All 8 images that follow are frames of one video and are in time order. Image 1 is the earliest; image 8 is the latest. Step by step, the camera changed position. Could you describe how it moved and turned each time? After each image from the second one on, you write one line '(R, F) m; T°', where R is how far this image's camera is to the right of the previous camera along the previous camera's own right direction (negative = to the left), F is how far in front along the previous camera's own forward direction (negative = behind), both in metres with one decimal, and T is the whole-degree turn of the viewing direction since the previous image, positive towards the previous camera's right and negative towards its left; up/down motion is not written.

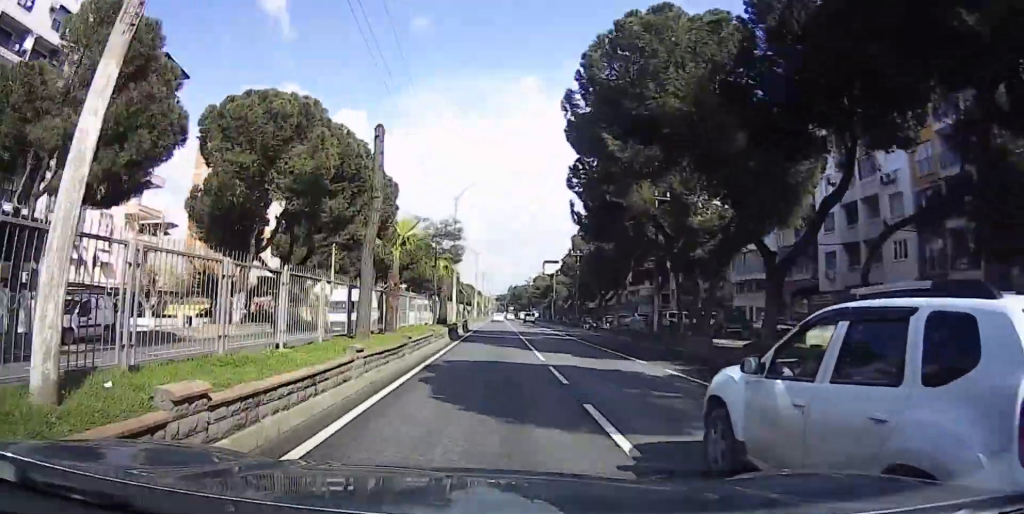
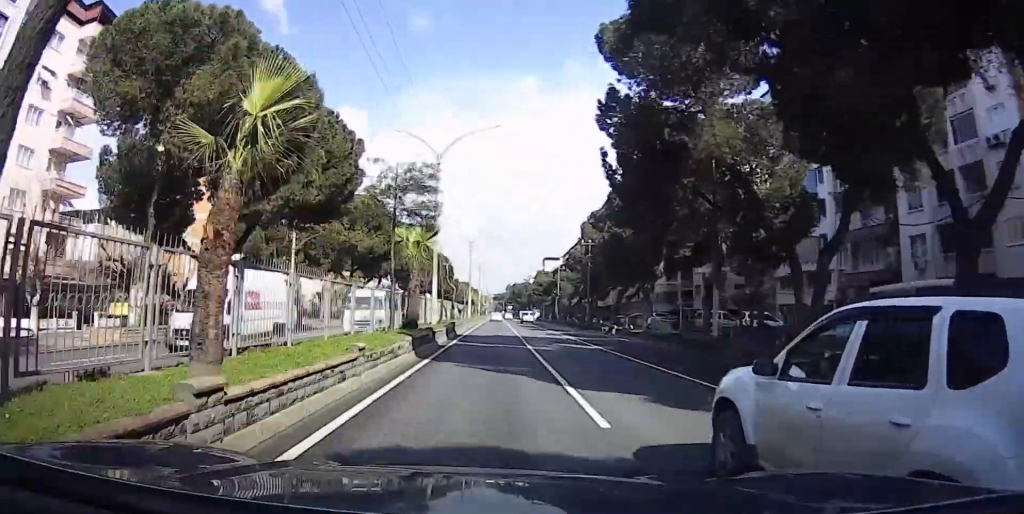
(0.0, +12.6) m; 0°
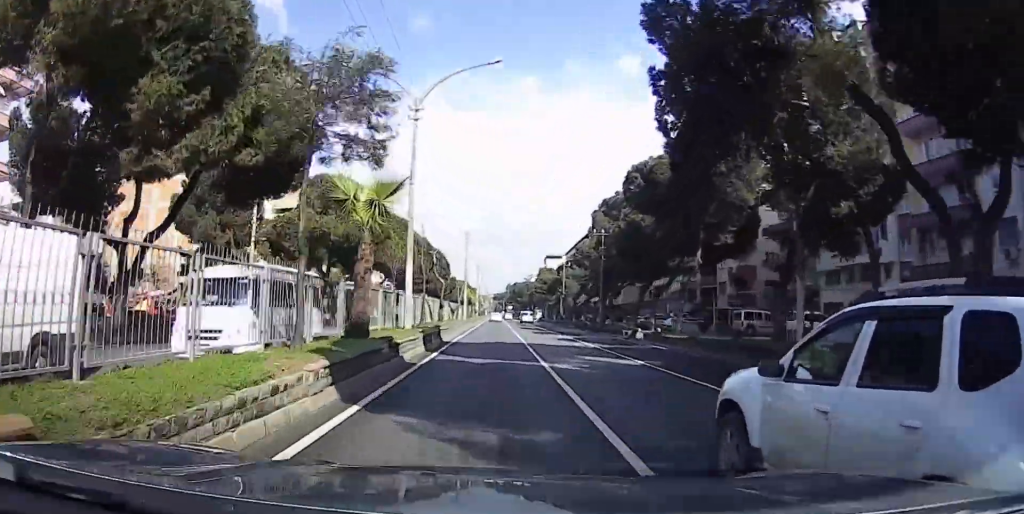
(0.0, +9.5) m; 0°
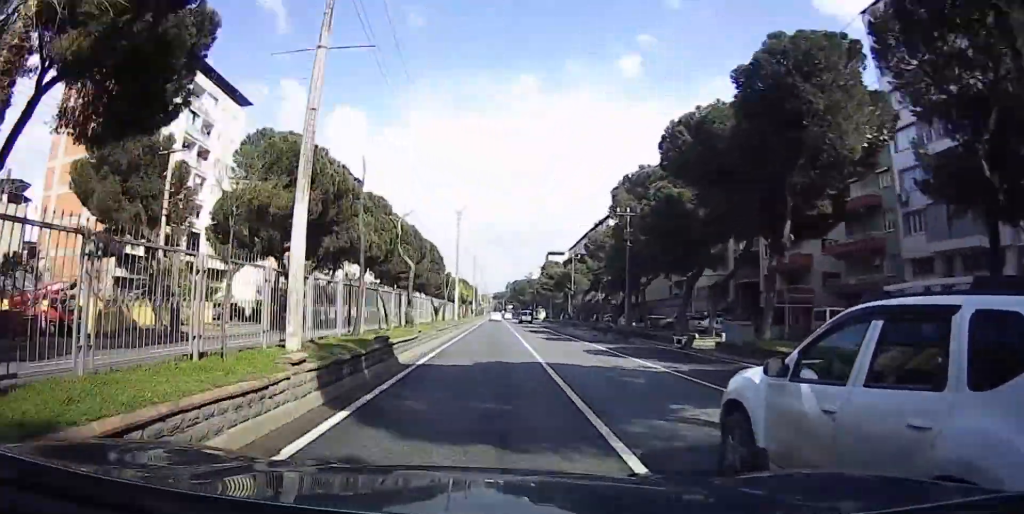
(0.0, +13.3) m; 0°
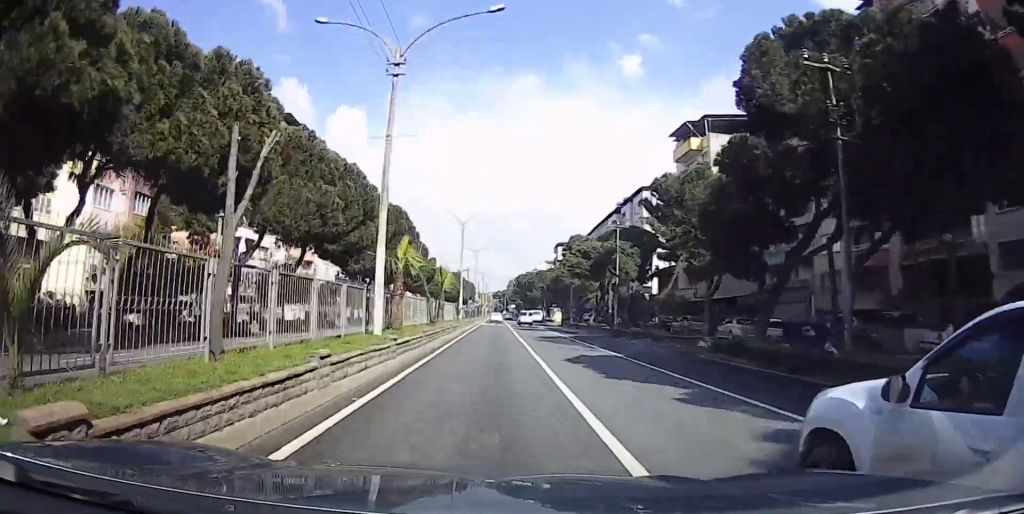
(0.0, +33.3) m; -2°
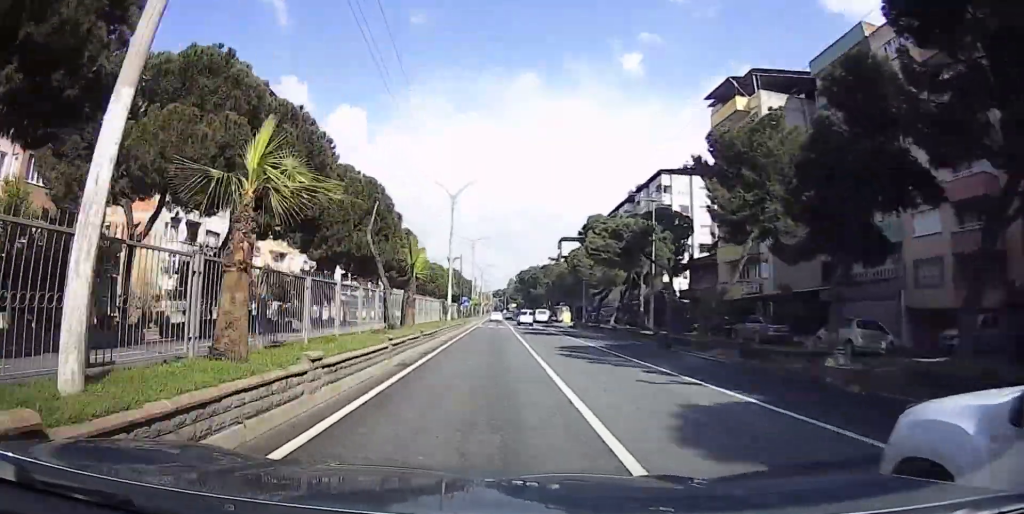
(-0.3, +12.3) m; -1°
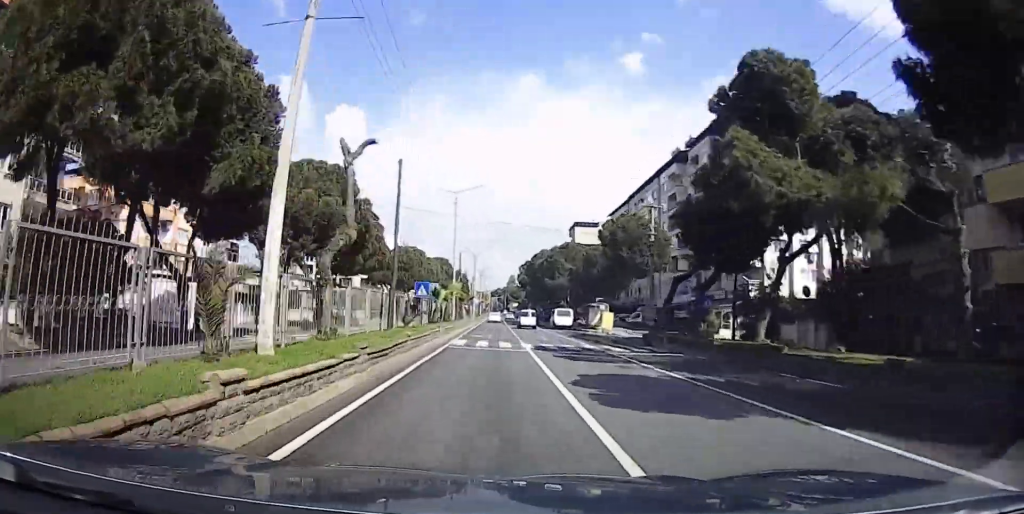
(-0.8, +30.5) m; 0°
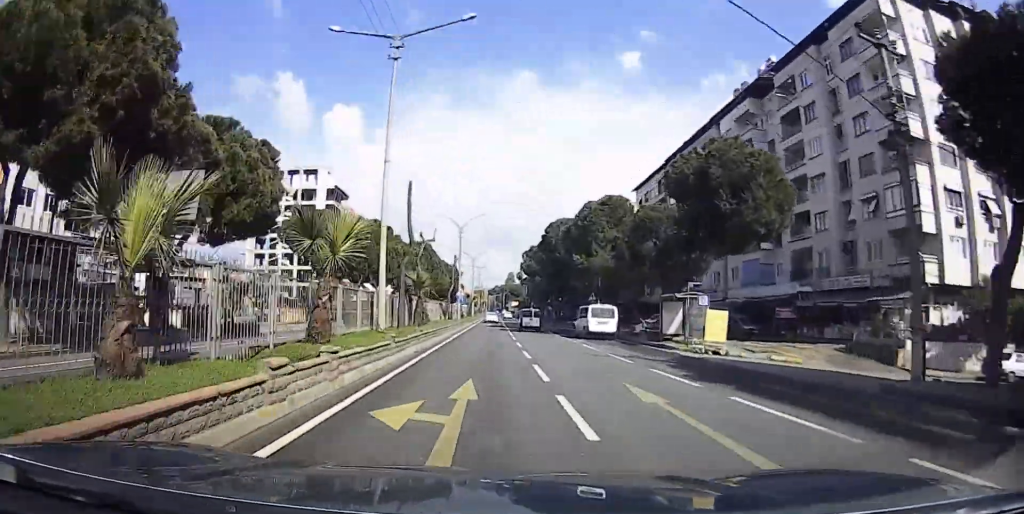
(+1.1, +24.5) m; +3°
